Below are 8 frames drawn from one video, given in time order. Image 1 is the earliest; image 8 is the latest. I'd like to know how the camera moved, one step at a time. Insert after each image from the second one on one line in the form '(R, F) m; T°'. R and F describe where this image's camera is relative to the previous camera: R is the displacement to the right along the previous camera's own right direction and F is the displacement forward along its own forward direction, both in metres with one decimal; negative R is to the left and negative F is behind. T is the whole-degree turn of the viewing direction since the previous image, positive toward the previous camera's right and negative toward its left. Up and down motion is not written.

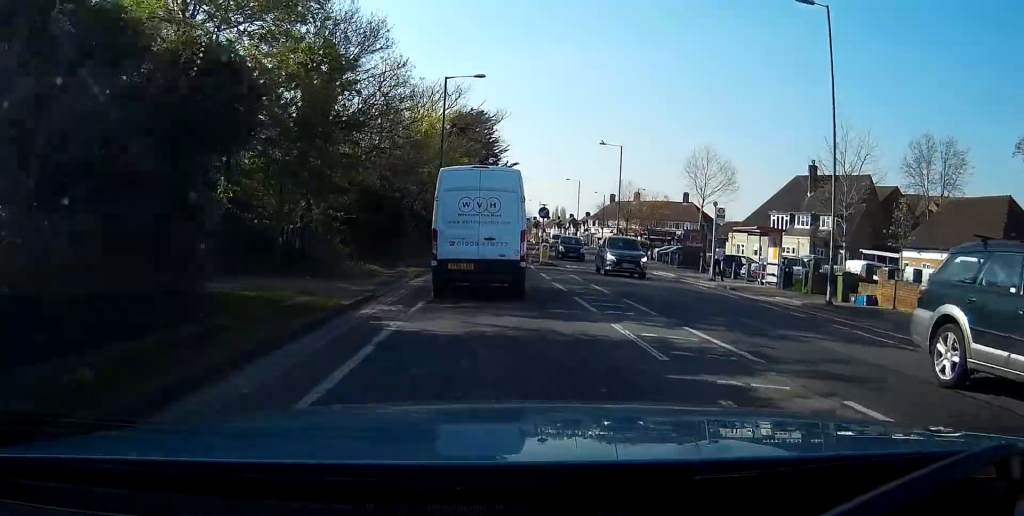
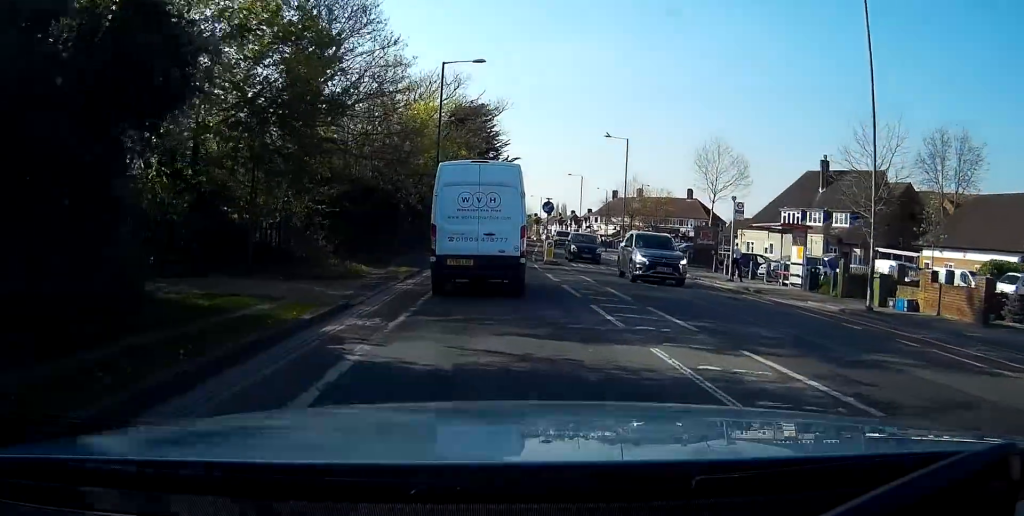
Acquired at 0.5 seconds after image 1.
(+0.1, +2.7) m; 0°
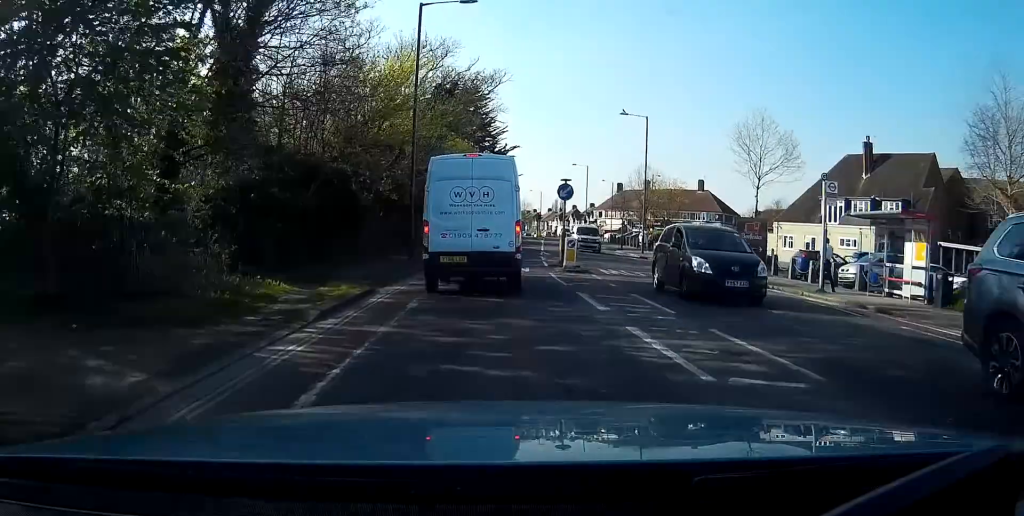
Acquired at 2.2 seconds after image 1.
(-0.1, +9.7) m; 0°
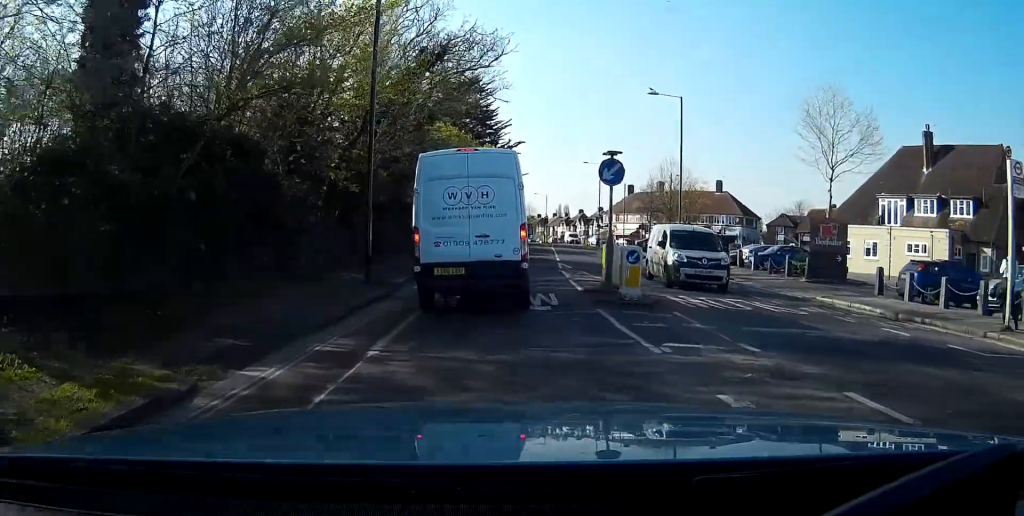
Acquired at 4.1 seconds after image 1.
(+0.1, +9.6) m; +1°
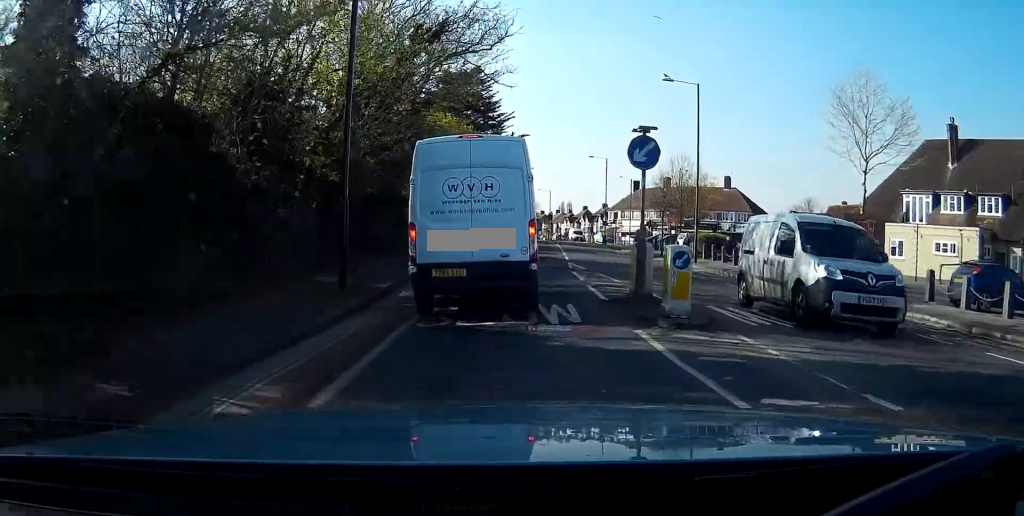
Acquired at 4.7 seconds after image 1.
(0.0, +3.1) m; +1°
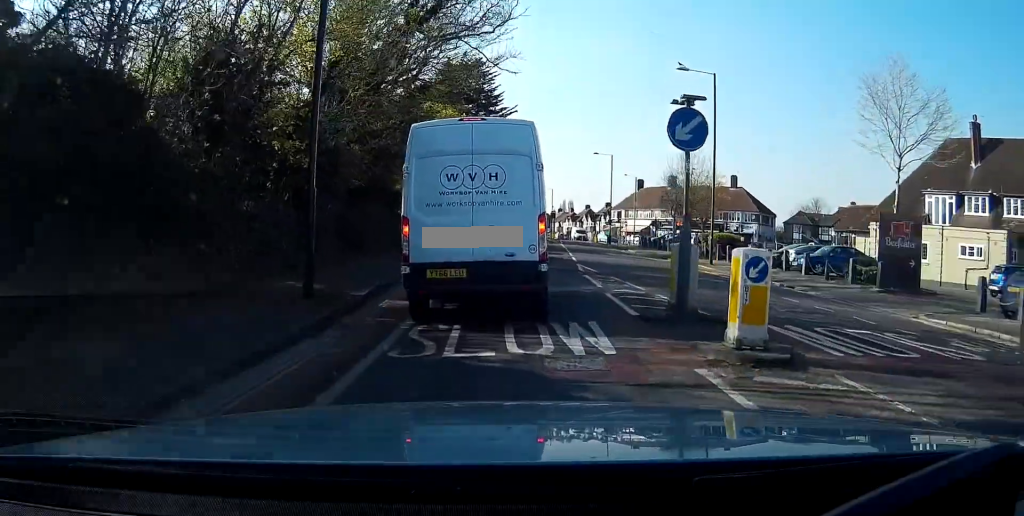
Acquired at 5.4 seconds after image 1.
(+0.1, +2.5) m; +2°
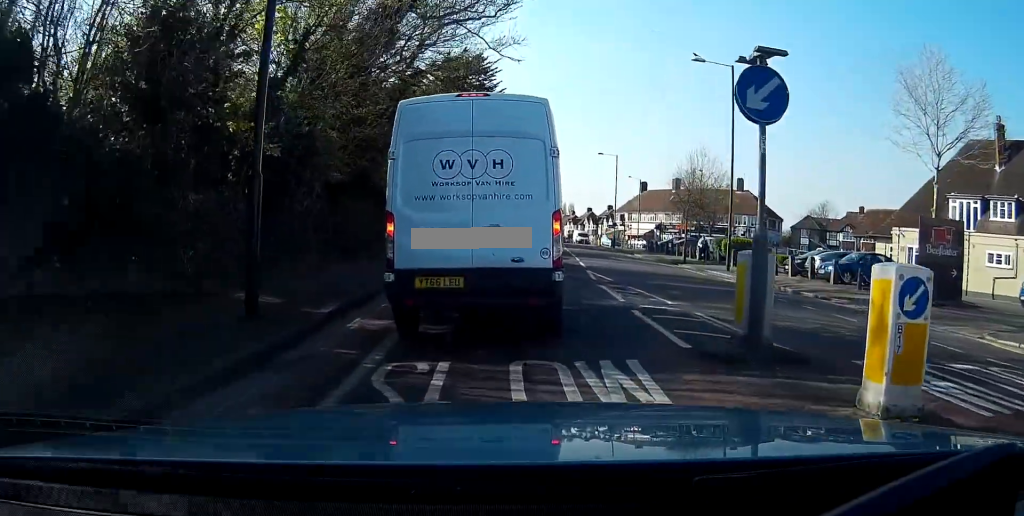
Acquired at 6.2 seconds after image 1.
(0.0, +2.5) m; +3°
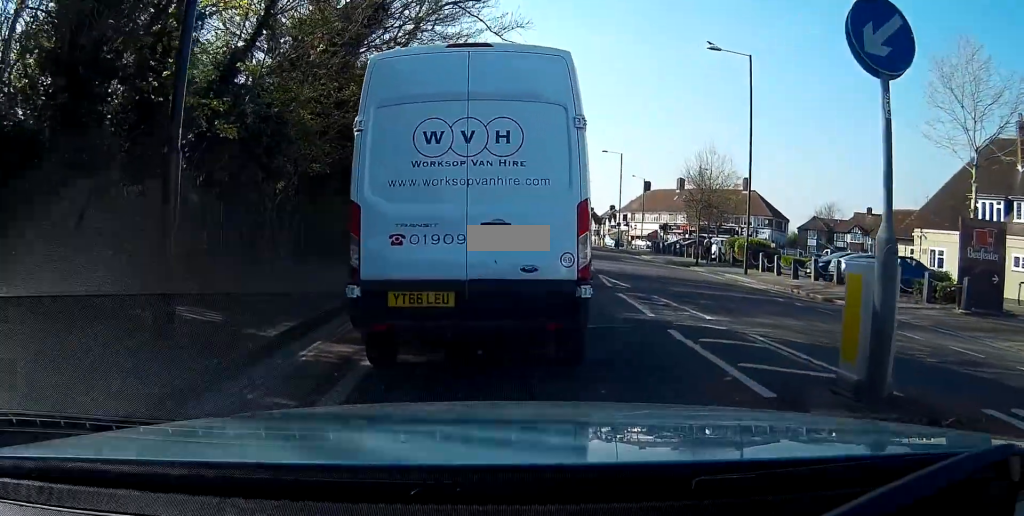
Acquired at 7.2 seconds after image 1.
(+0.1, +1.9) m; +2°
